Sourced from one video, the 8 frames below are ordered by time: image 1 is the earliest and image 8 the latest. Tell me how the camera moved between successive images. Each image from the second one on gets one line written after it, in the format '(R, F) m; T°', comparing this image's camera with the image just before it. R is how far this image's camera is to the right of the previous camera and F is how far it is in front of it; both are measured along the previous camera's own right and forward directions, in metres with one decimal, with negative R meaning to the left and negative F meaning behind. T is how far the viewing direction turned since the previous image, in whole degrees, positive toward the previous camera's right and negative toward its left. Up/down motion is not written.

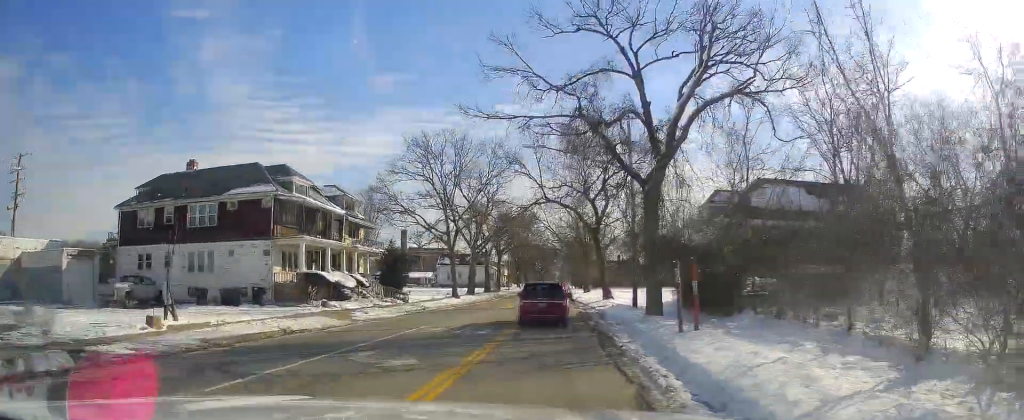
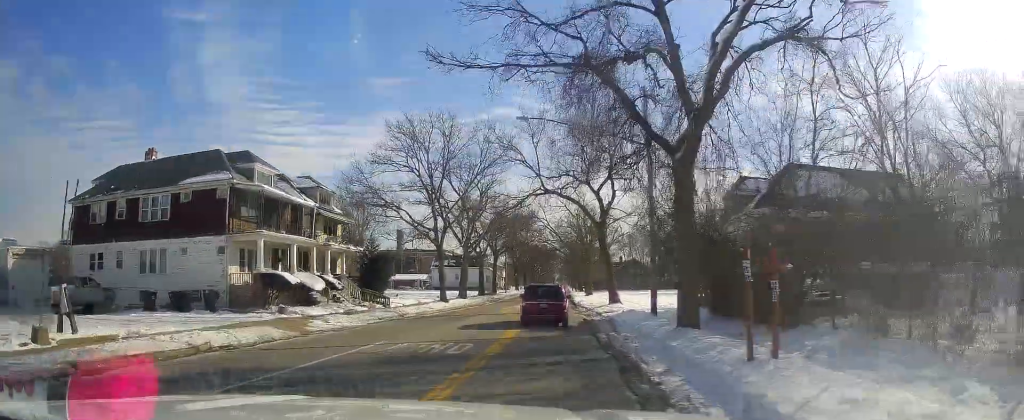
(-0.4, +5.0) m; -1°
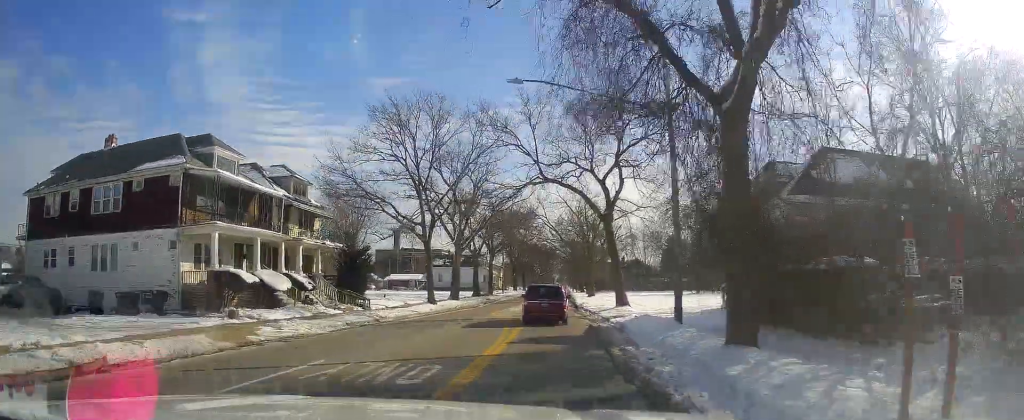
(-0.2, +4.0) m; -1°
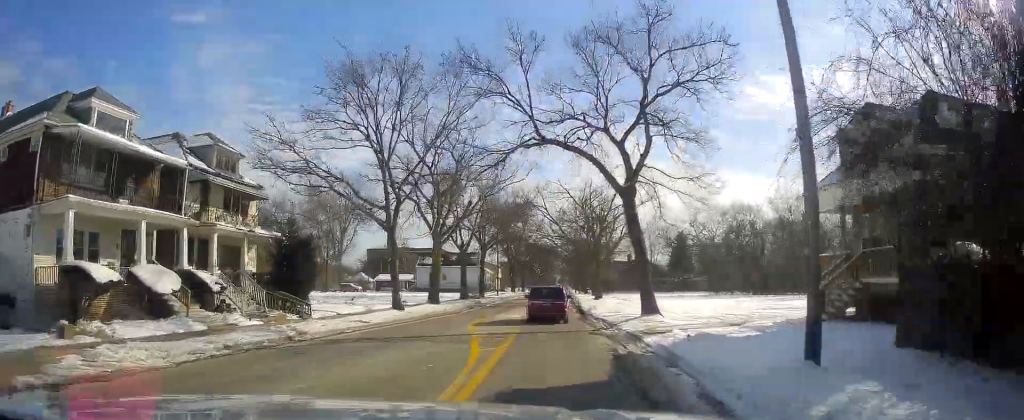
(+0.1, +8.9) m; +2°
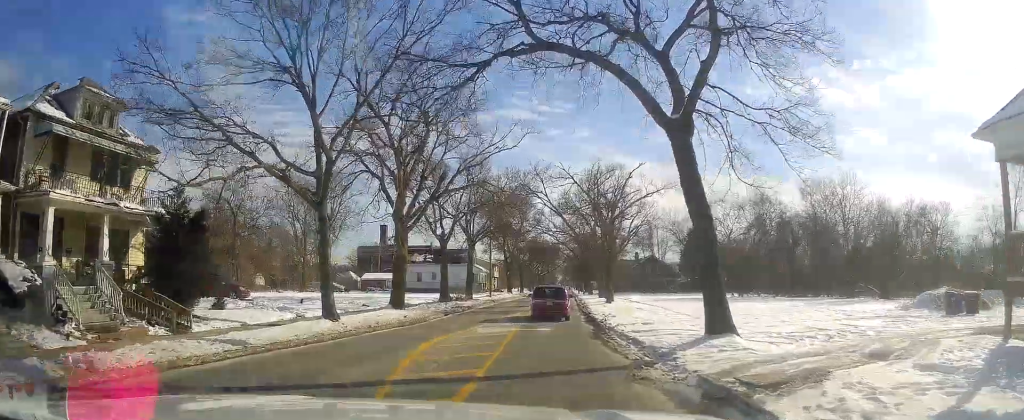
(+0.2, +9.5) m; +1°
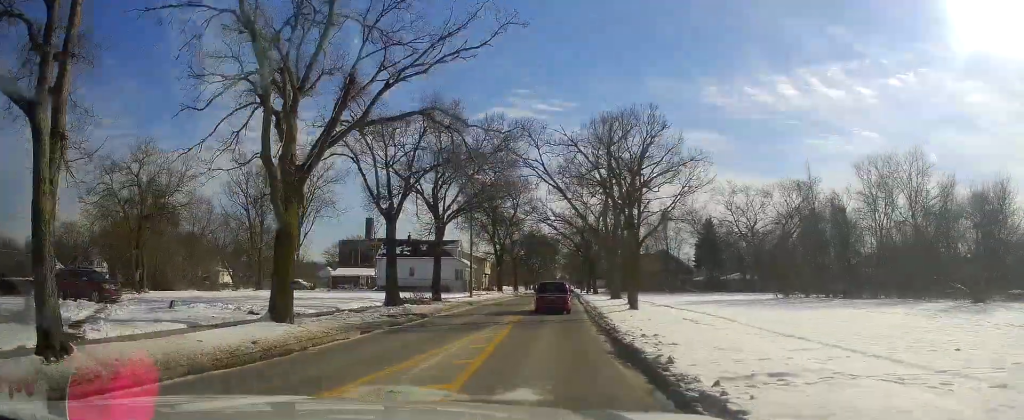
(+0.1, +13.4) m; 0°
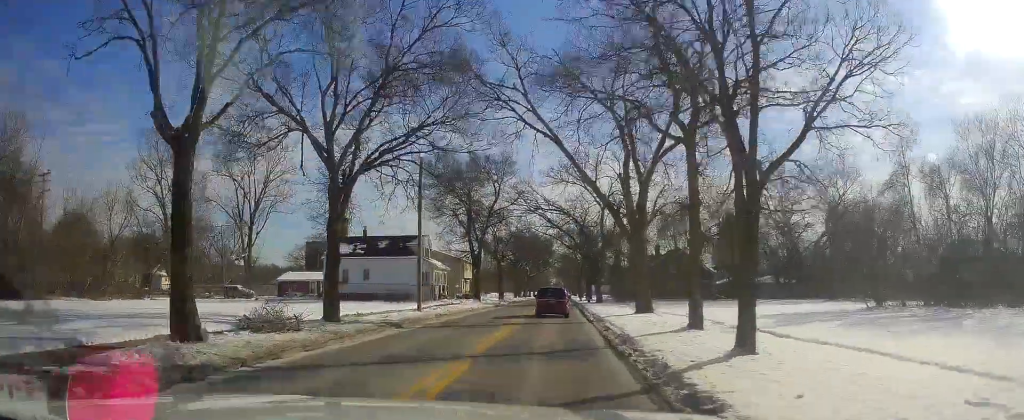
(-0.1, +17.4) m; +1°
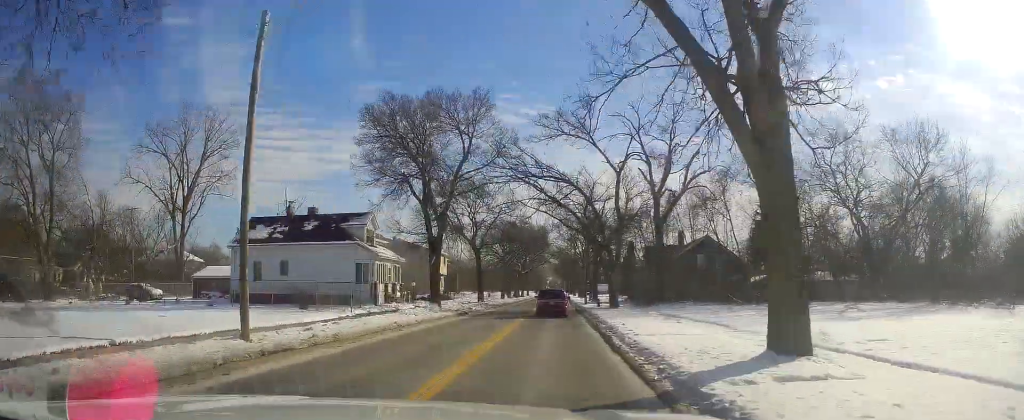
(+0.4, +19.2) m; -1°
